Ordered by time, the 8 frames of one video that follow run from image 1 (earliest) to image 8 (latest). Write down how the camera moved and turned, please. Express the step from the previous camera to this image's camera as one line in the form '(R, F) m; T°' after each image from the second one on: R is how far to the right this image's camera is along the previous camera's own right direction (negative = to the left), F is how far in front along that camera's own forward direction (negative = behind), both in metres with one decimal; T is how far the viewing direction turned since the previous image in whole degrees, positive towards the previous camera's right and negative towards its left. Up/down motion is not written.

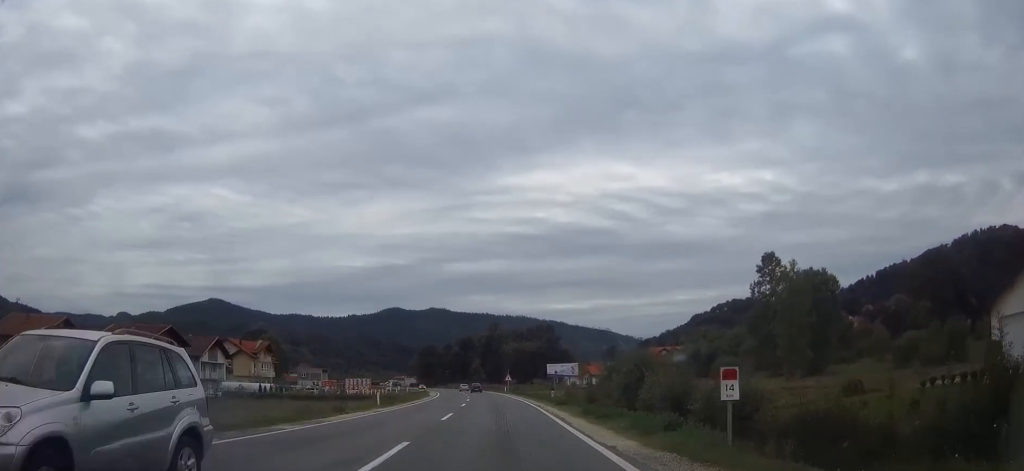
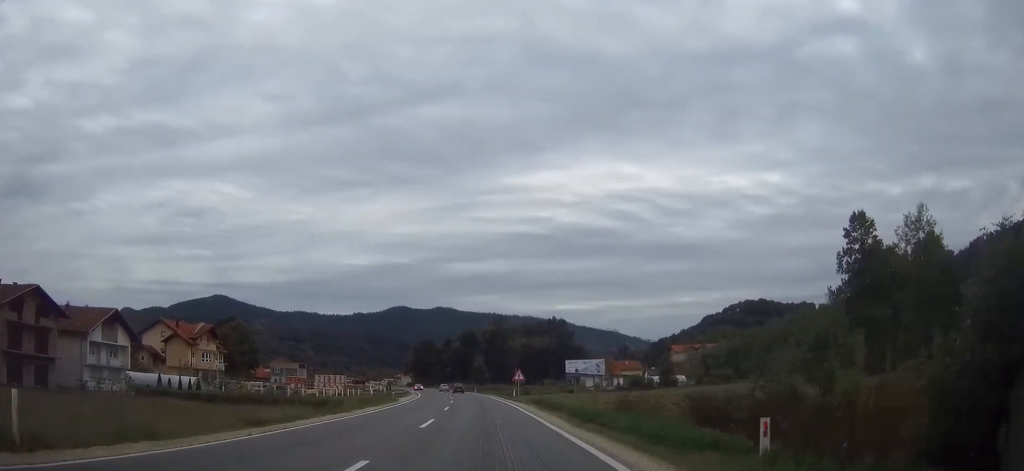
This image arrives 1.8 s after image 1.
(-0.2, +33.0) m; -1°
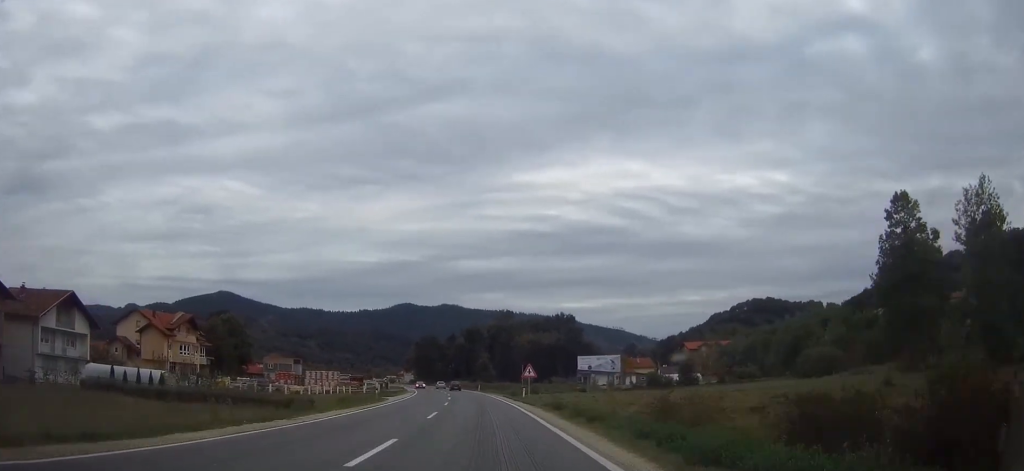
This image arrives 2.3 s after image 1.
(0.0, +10.7) m; 0°
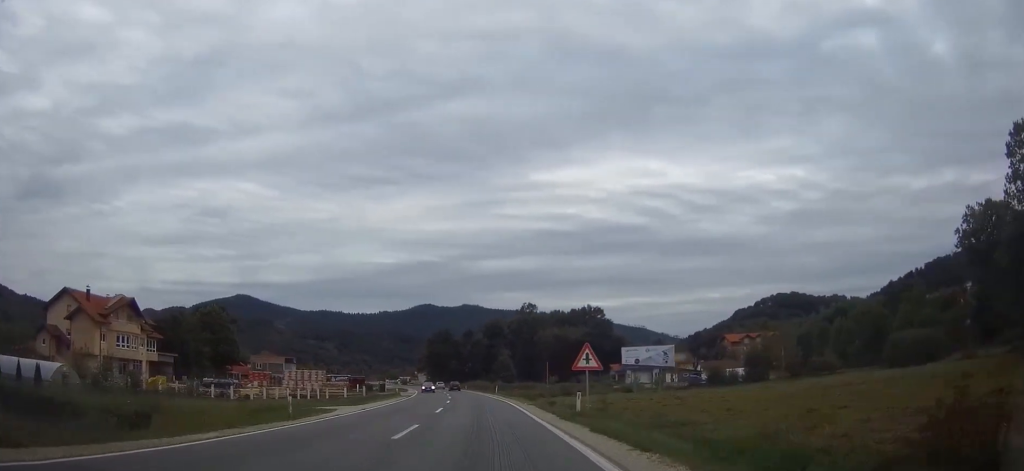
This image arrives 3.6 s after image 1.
(-0.3, +24.5) m; -2°
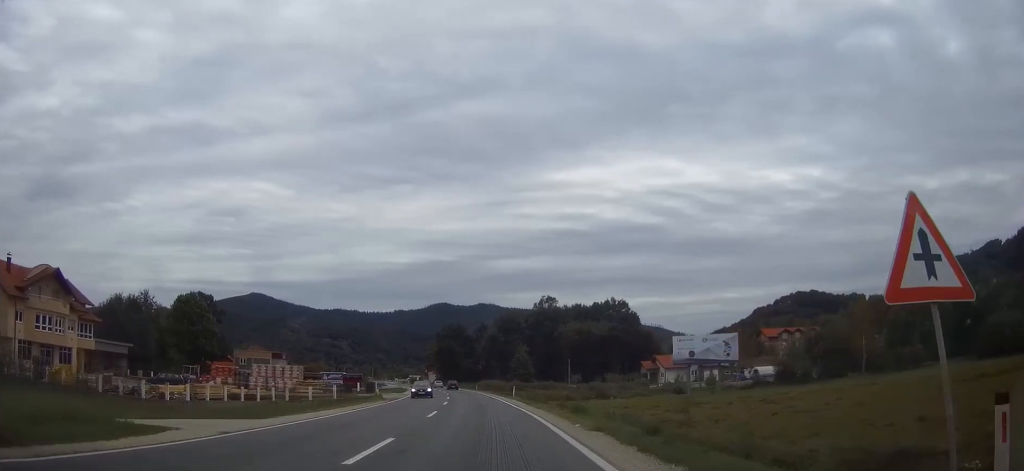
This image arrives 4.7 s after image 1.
(-0.3, +20.0) m; -1°
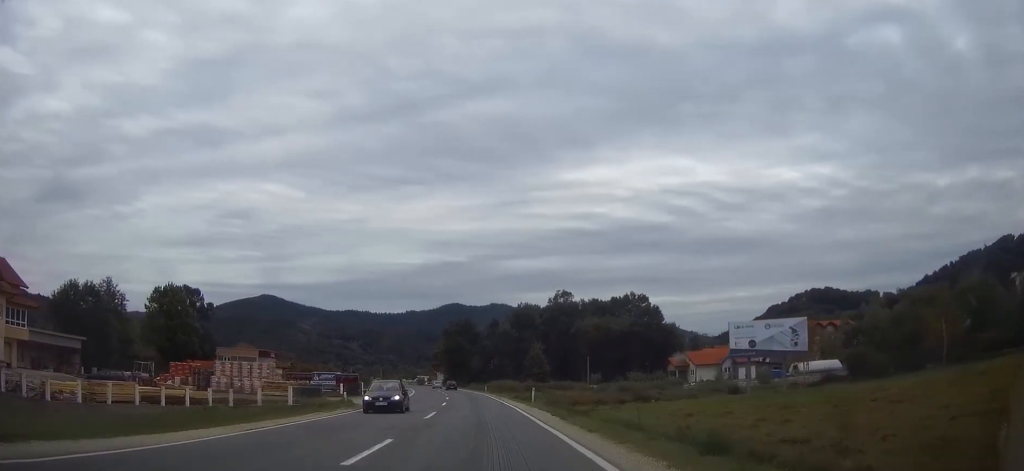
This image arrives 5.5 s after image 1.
(-0.1, +15.0) m; -1°
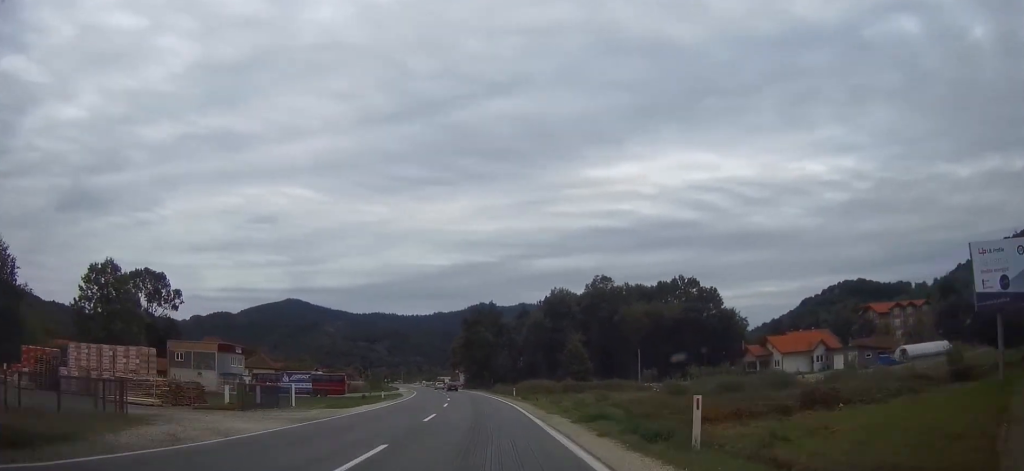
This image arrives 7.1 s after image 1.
(-0.6, +31.0) m; -2°
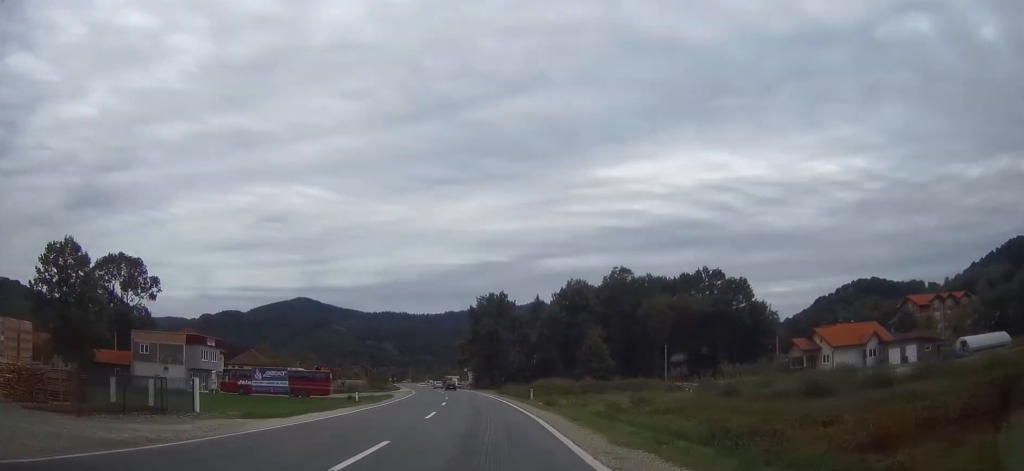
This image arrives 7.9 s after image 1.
(-0.1, +14.0) m; -1°
